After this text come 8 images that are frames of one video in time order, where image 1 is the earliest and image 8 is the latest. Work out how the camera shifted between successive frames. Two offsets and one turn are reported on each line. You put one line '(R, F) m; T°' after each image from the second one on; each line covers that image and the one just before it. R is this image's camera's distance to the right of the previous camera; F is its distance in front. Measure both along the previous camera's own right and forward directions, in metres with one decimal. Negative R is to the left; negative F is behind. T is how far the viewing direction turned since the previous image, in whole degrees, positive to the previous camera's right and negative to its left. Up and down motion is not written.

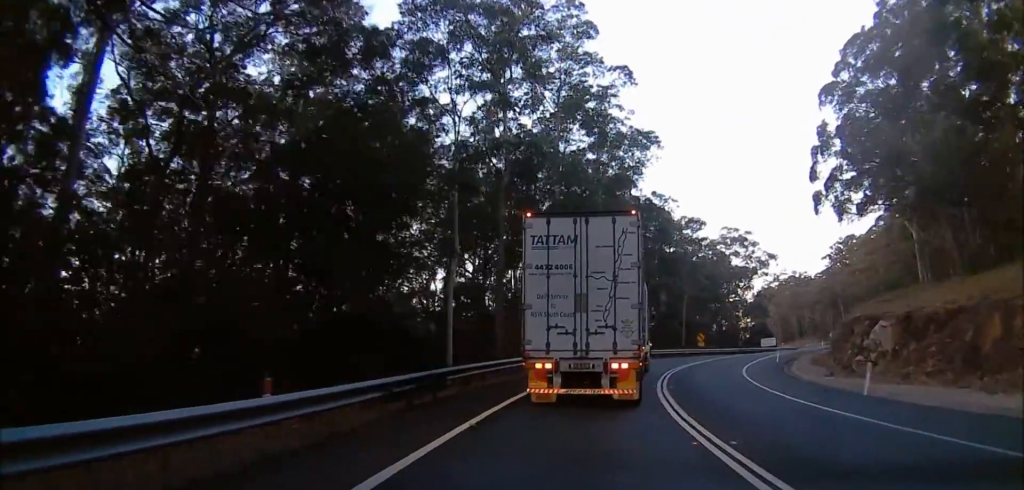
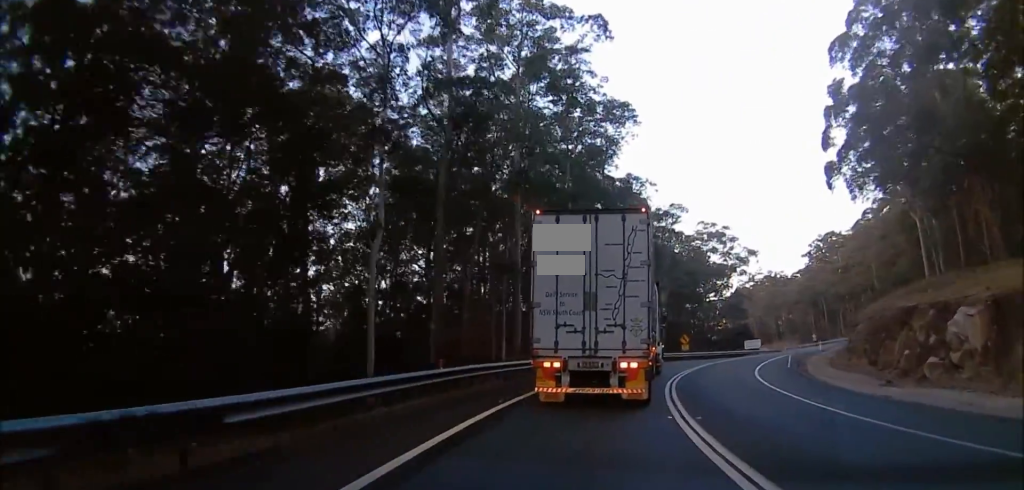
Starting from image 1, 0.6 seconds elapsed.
(+0.3, +9.3) m; +3°
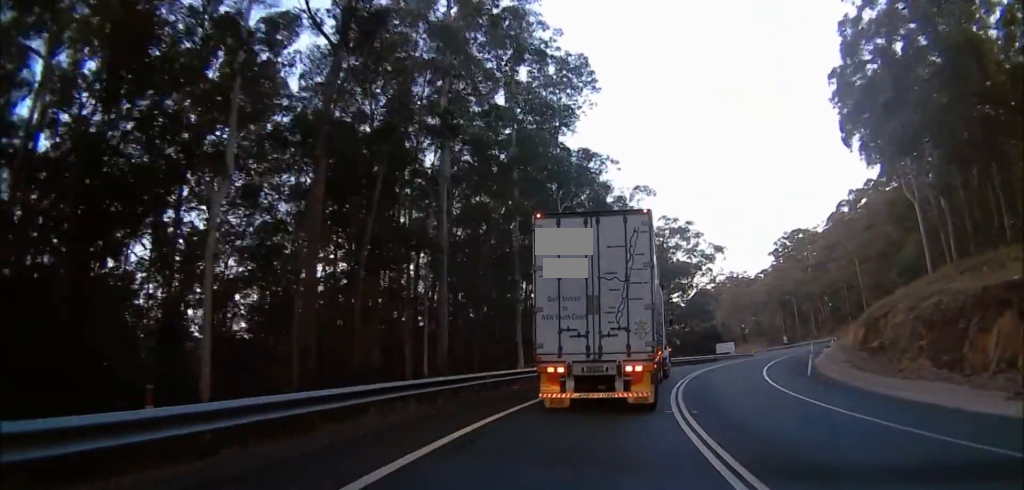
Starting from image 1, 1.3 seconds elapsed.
(+0.5, +10.3) m; +3°
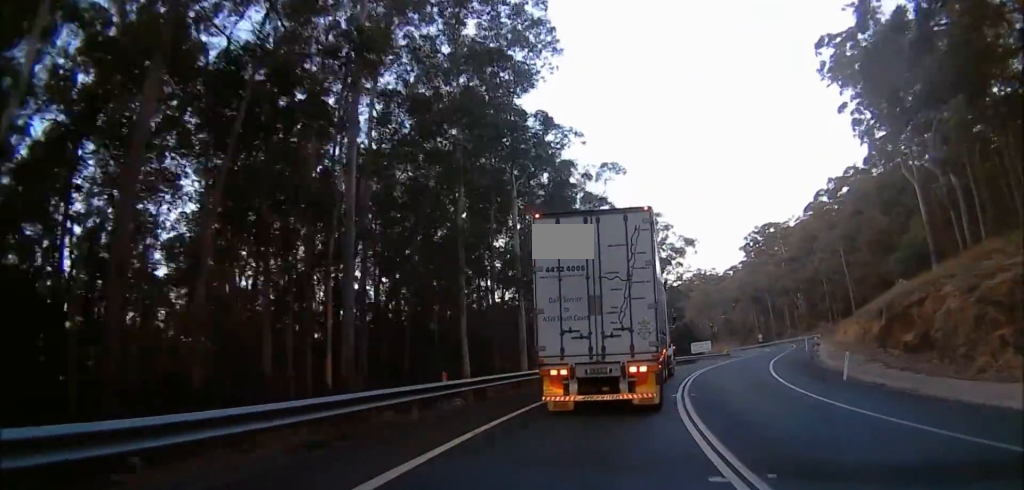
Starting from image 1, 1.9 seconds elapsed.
(0.0, +7.8) m; +3°
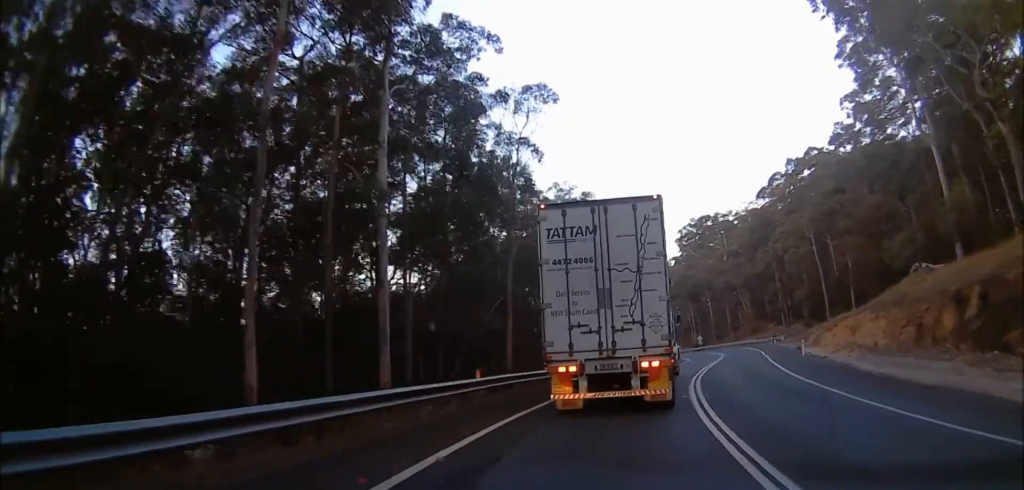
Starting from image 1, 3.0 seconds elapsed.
(+1.0, +15.8) m; +8°
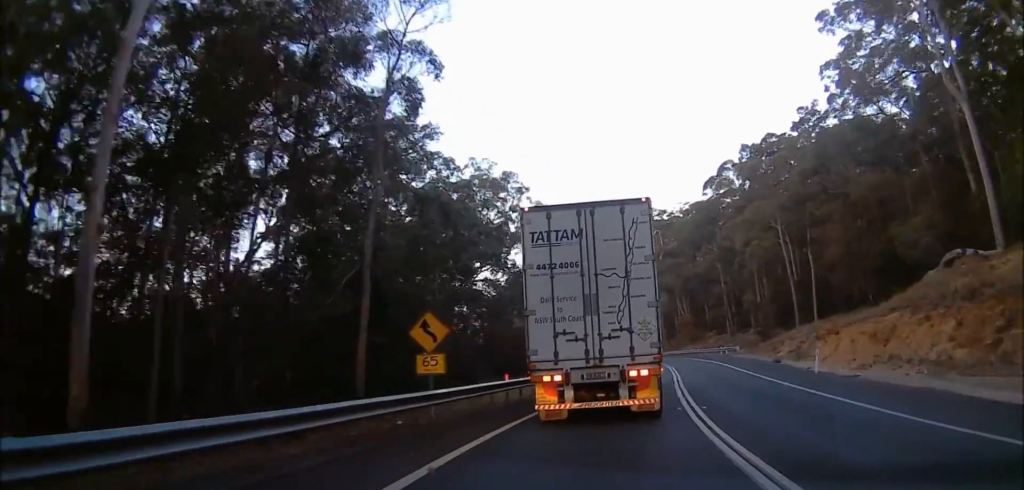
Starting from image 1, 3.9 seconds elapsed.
(+0.9, +13.3) m; +5°
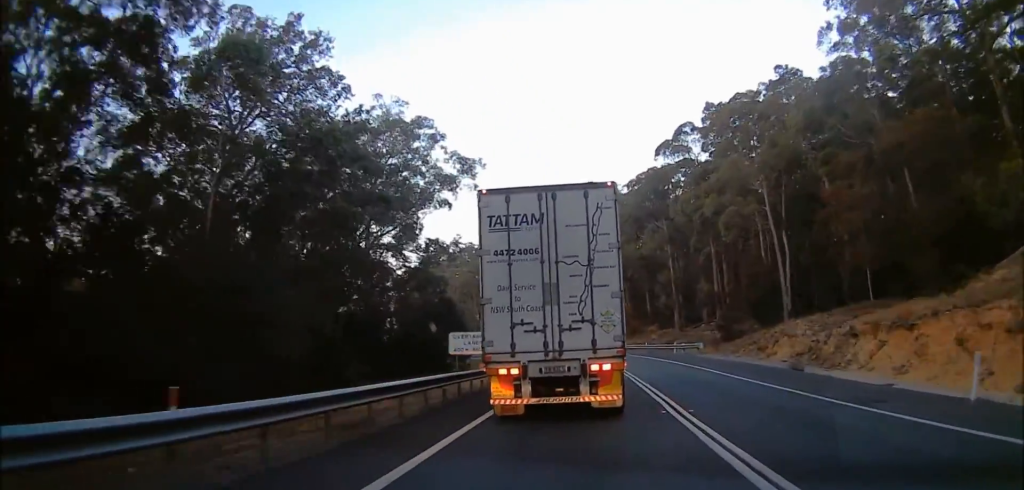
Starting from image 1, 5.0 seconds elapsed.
(+0.3, +15.6) m; +4°
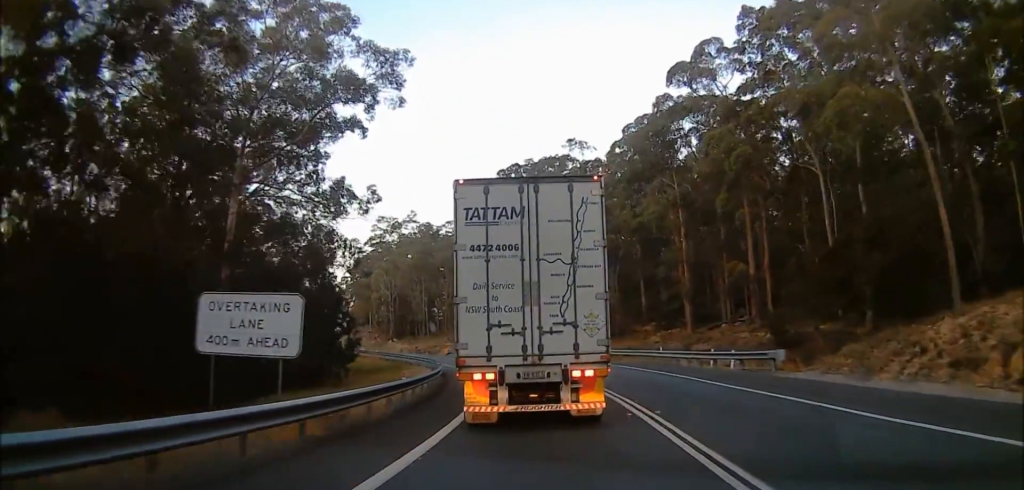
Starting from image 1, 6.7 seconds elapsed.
(+1.5, +23.1) m; +5°
